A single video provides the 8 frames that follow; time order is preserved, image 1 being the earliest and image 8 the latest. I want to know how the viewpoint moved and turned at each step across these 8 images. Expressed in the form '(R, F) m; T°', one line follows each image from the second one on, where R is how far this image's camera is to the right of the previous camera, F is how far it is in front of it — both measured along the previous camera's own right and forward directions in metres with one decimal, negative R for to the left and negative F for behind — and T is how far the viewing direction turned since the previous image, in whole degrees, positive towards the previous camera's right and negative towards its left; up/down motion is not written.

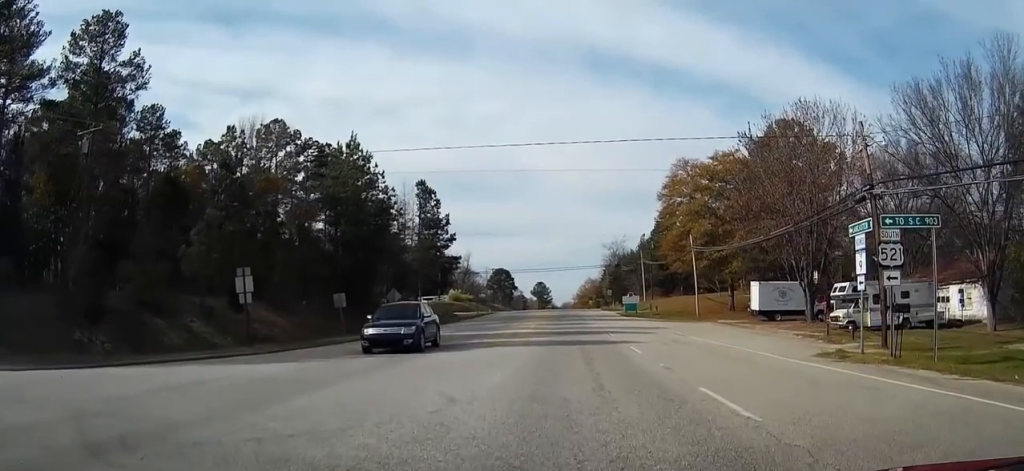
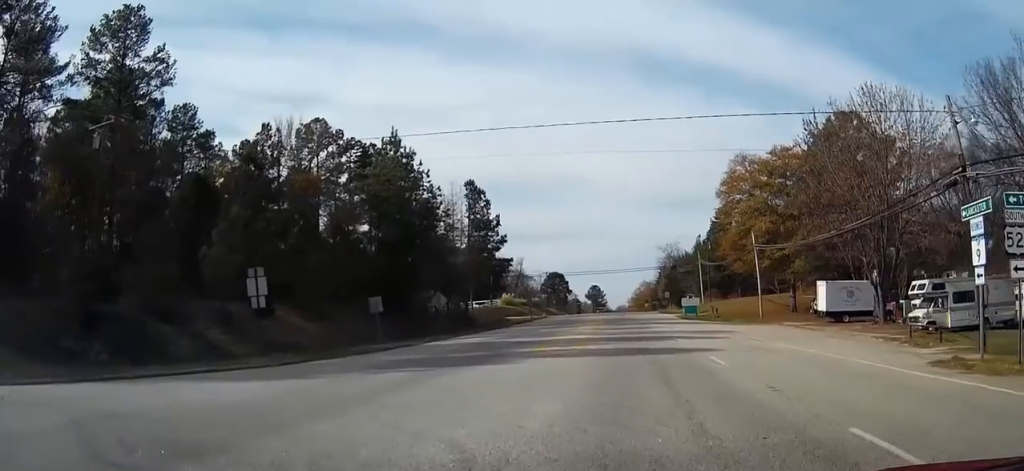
(-0.2, +3.5) m; -8°
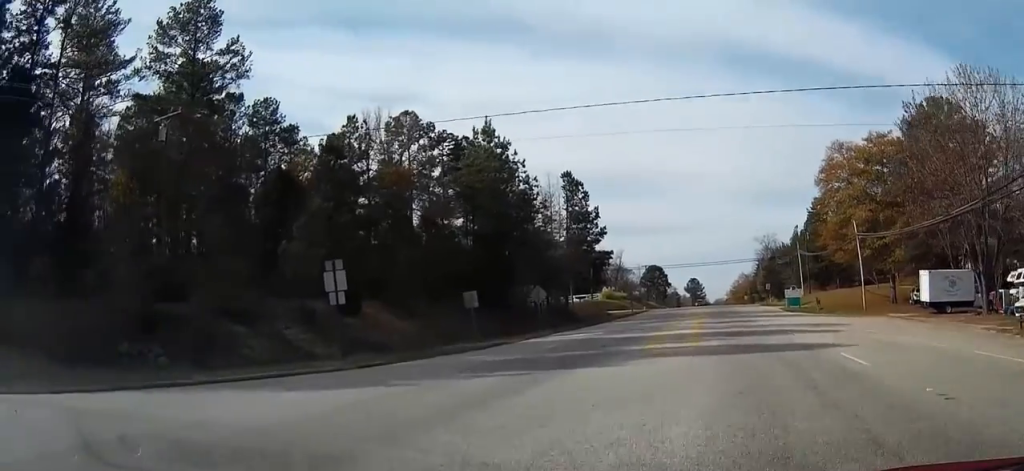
(0.0, +2.0) m; -6°
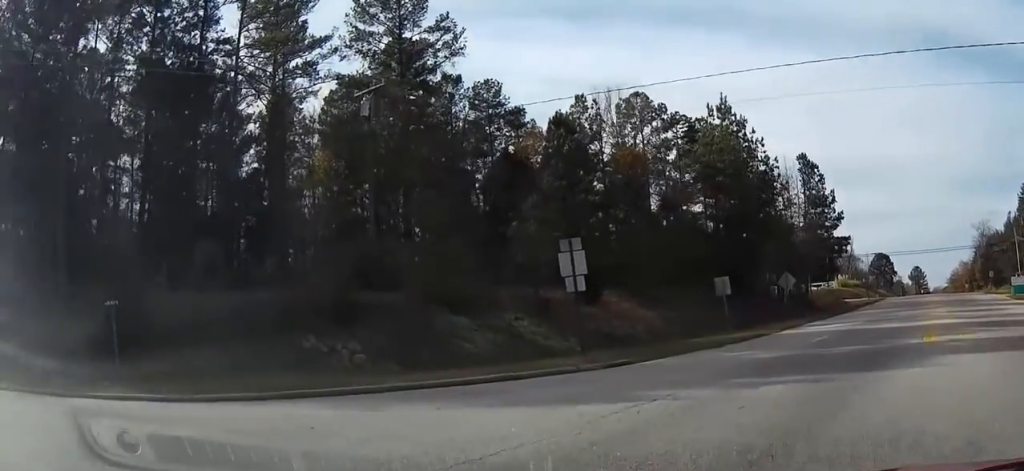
(-0.3, +3.0) m; -24°
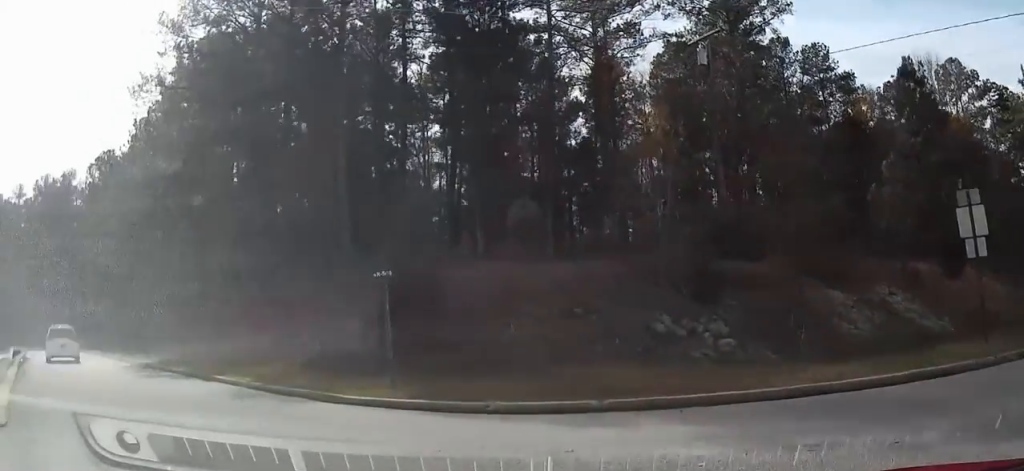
(-0.5, +3.3) m; -34°
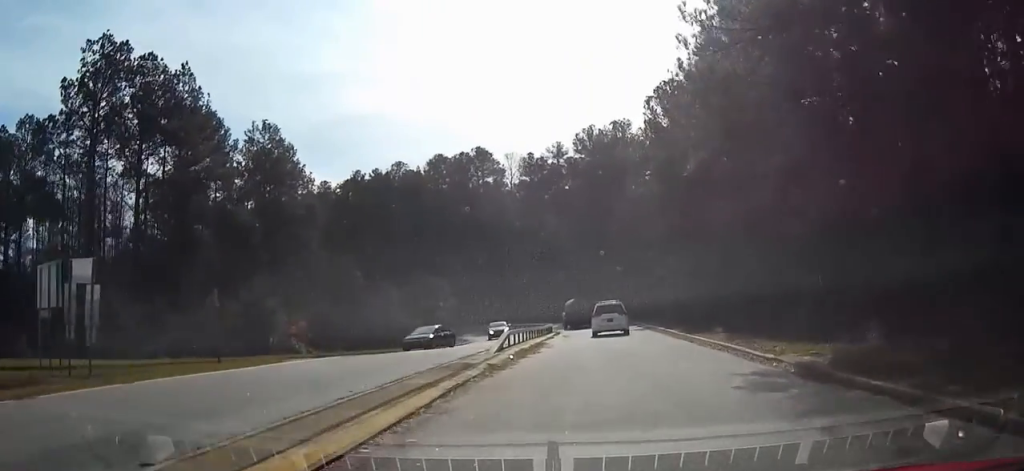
(-6.3, +14.9) m; -23°
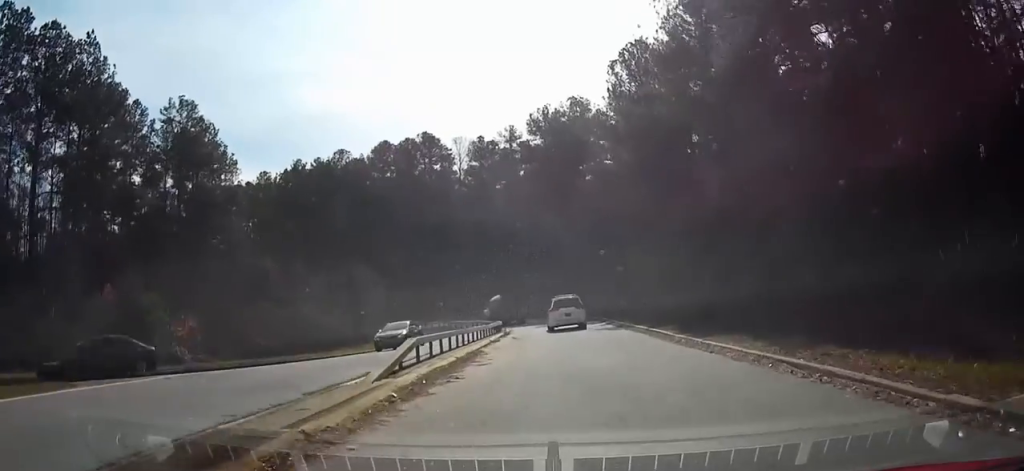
(0.0, +8.8) m; 0°
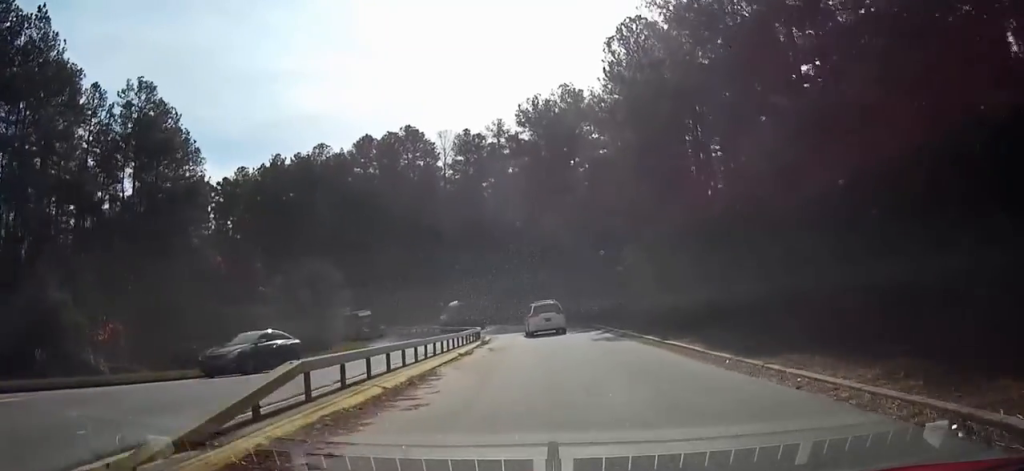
(0.0, +6.0) m; 0°
